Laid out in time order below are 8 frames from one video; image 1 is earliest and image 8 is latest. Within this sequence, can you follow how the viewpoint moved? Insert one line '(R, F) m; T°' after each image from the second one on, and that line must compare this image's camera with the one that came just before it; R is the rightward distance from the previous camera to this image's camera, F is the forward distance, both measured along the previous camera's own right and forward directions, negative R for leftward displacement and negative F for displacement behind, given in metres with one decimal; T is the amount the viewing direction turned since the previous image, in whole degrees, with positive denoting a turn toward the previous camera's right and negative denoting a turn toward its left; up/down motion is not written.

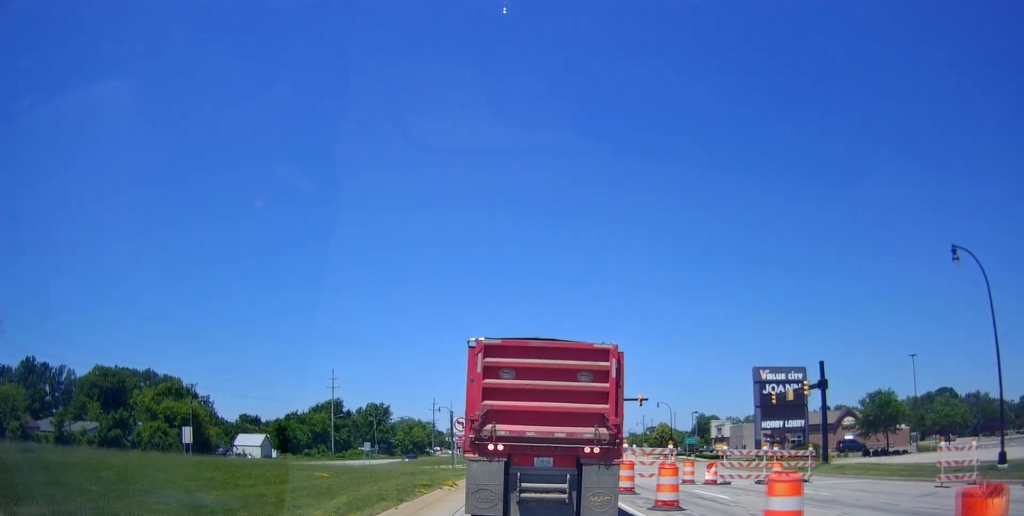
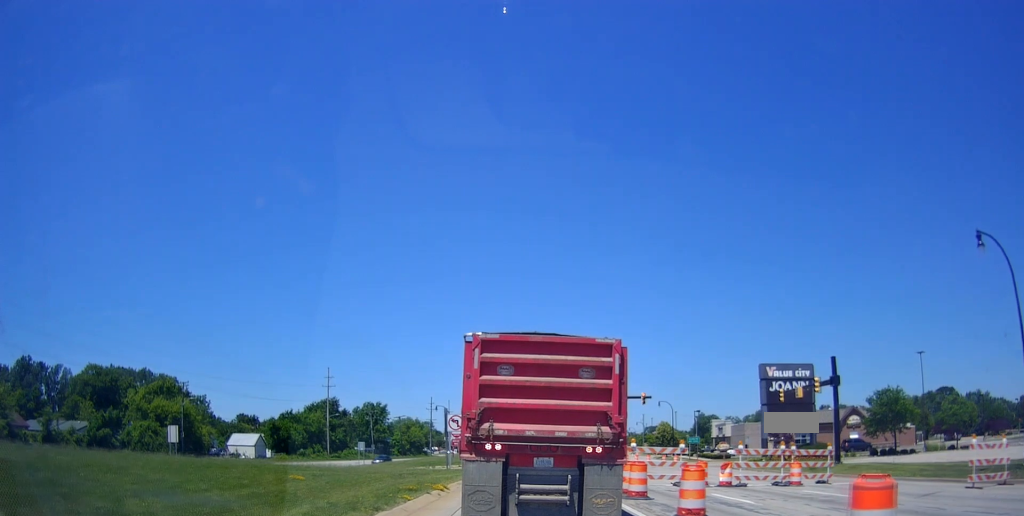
(0.0, +2.2) m; 0°
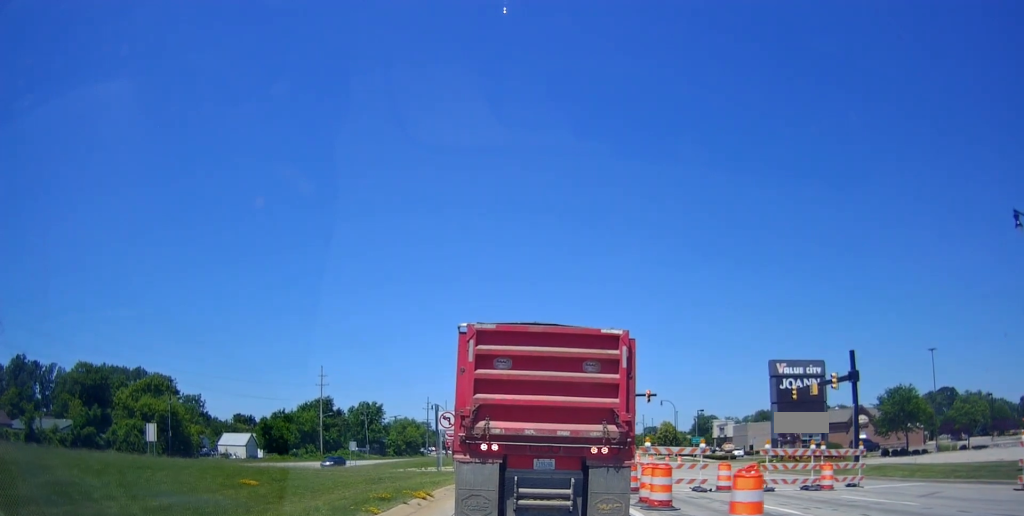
(0.0, +2.9) m; 0°
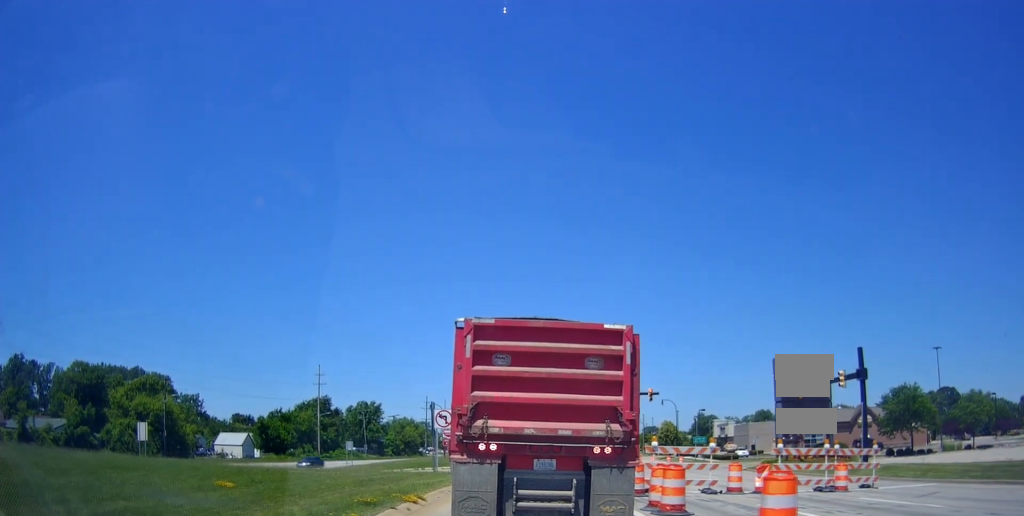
(0.0, +1.1) m; 0°
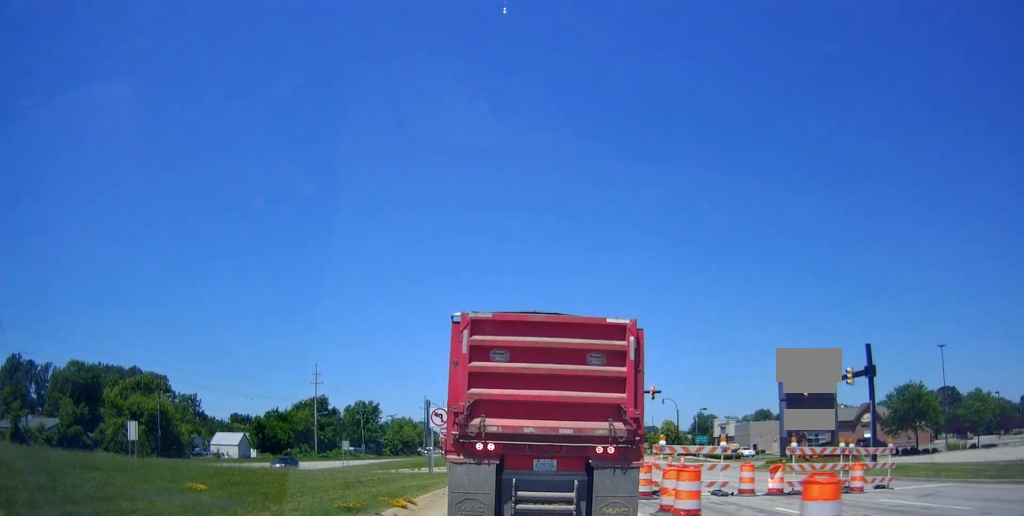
(0.0, +1.2) m; 0°
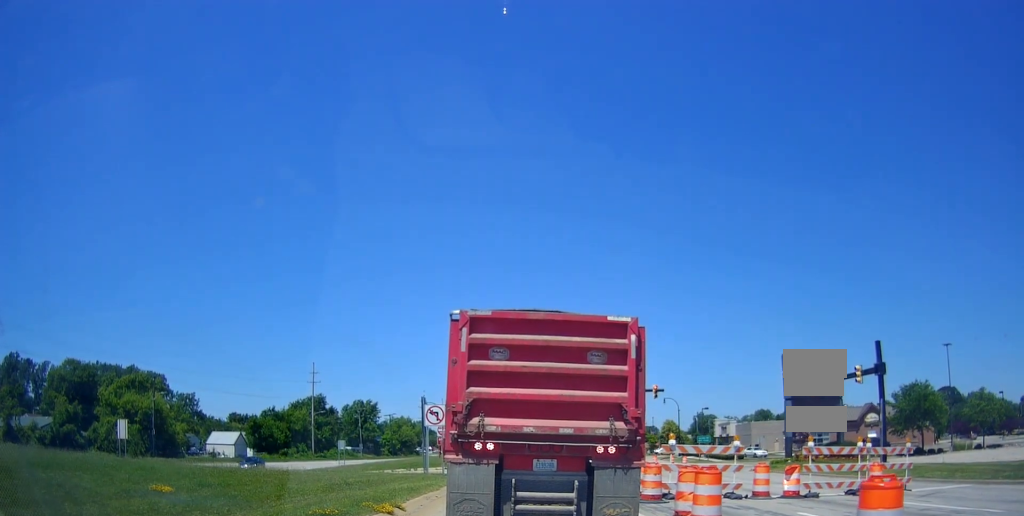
(0.0, +1.6) m; 0°
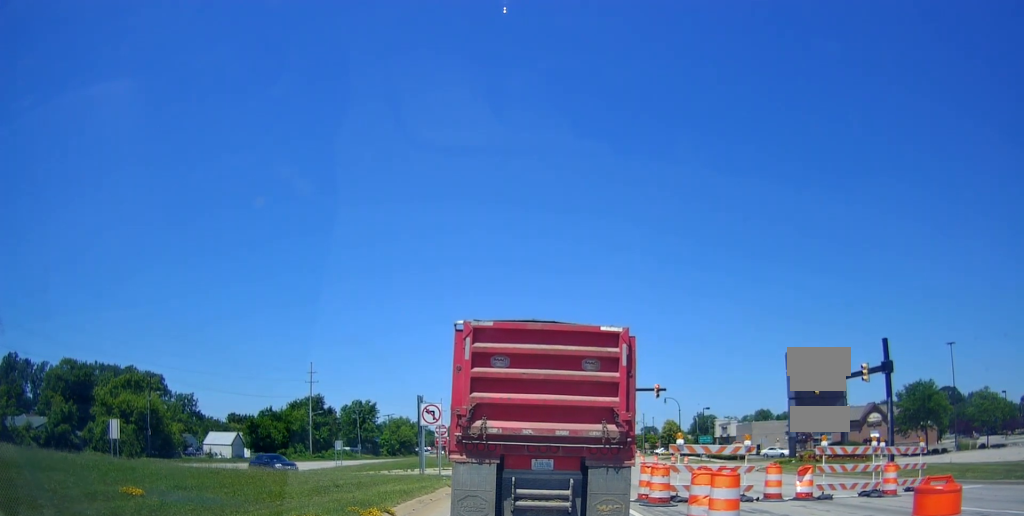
(0.0, +1.4) m; 0°
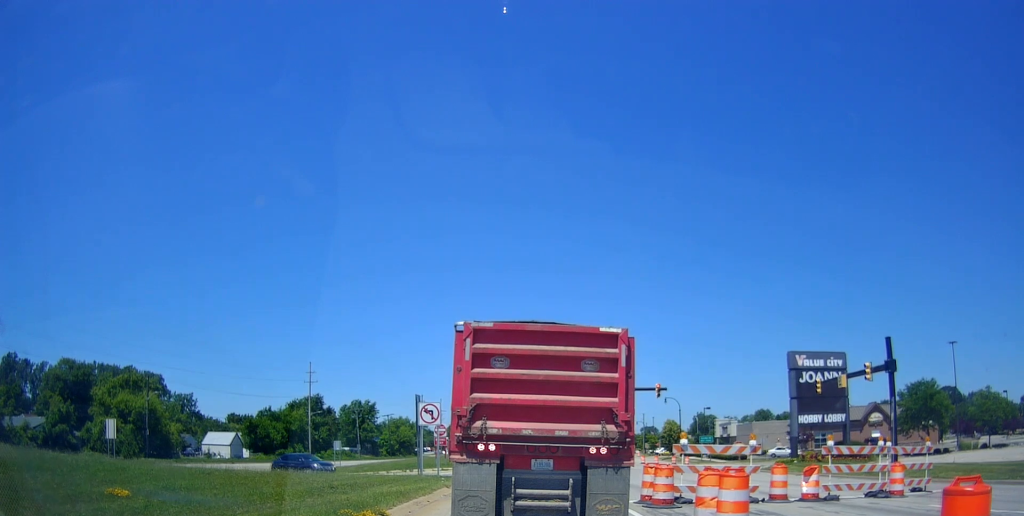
(0.0, +0.3) m; 0°
